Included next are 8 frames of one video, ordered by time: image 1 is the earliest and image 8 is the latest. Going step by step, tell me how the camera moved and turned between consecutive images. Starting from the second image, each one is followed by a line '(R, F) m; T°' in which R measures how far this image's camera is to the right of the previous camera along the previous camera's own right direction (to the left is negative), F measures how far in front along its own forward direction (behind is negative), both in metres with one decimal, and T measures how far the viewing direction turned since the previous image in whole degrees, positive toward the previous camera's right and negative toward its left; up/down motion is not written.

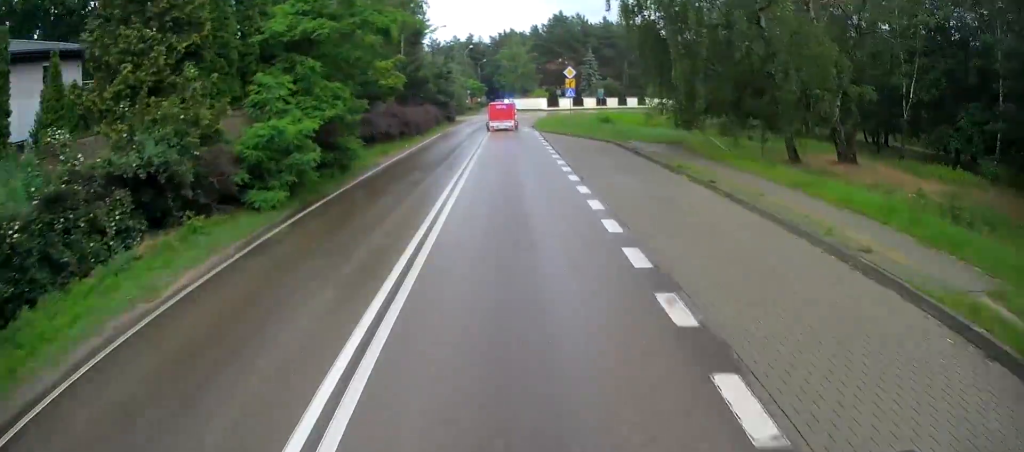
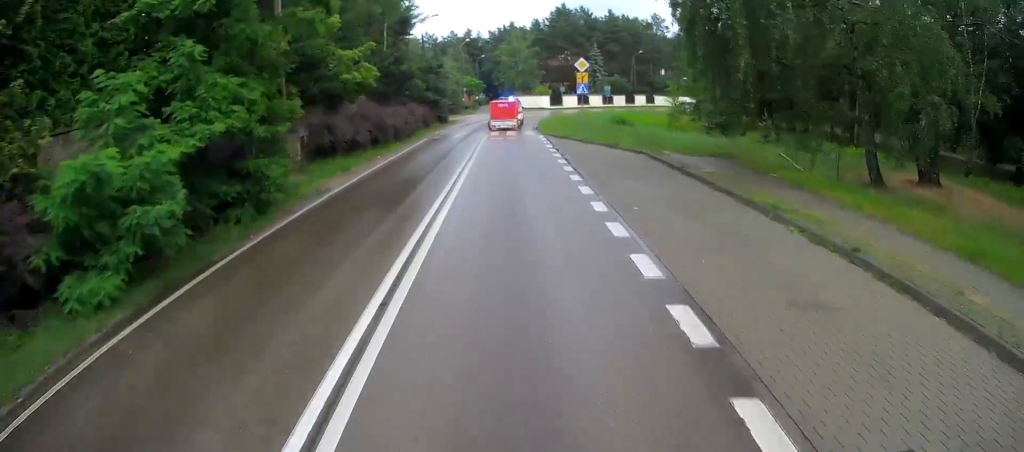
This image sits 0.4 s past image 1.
(0.0, +7.2) m; 0°
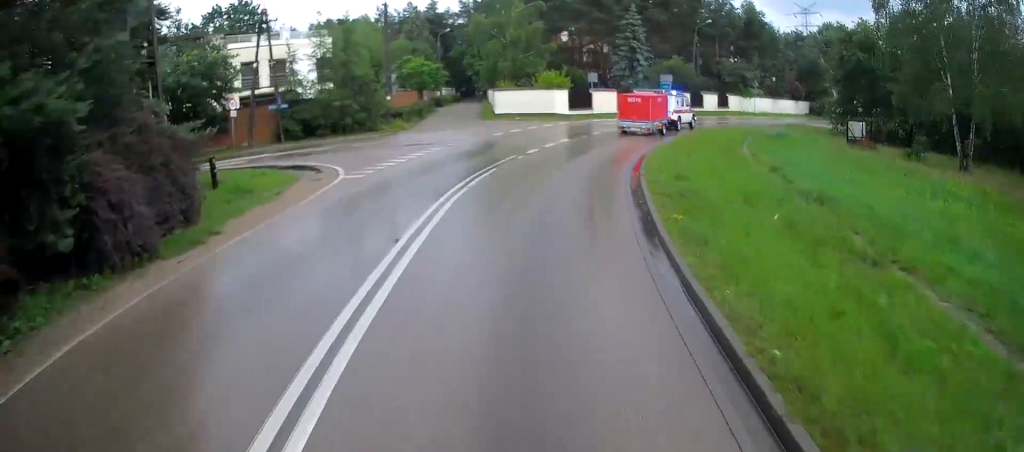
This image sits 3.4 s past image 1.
(-0.4, +43.8) m; +1°
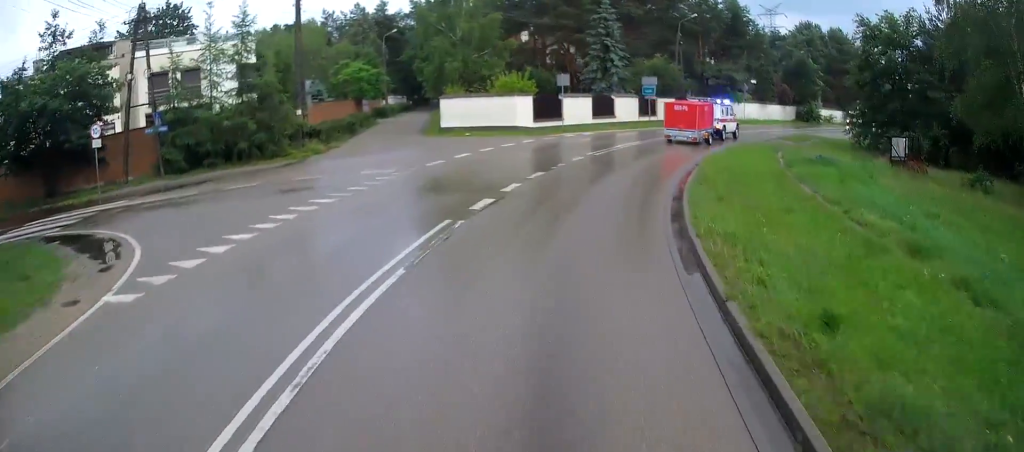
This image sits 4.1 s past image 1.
(-0.1, +9.3) m; +2°
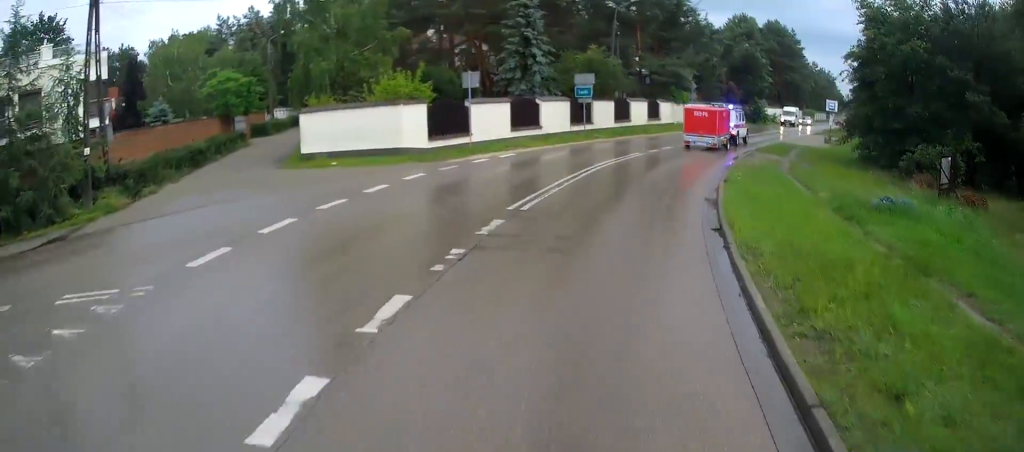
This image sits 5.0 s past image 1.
(+0.5, +10.2) m; +5°
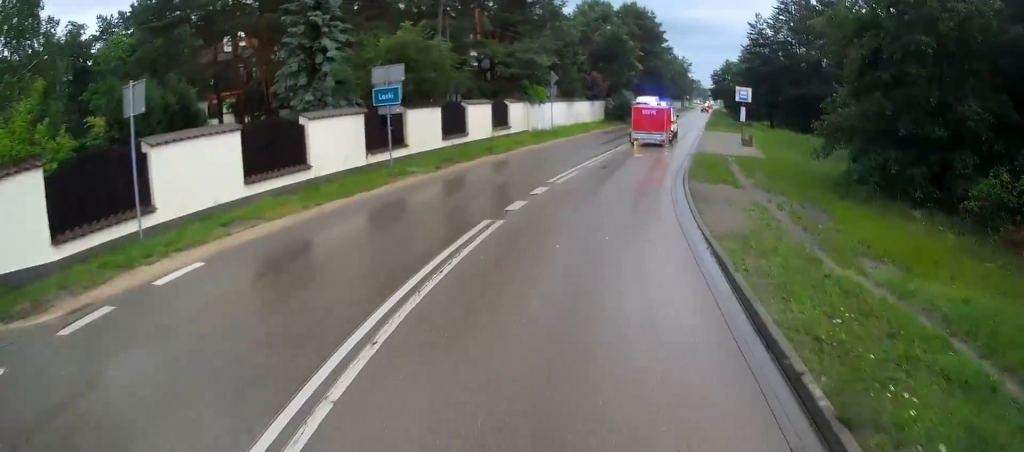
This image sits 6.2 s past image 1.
(+0.8, +13.3) m; +12°
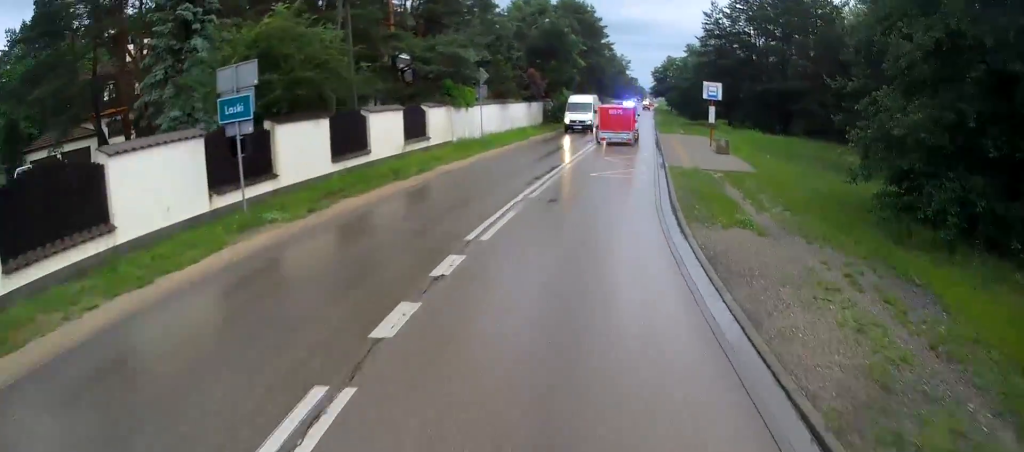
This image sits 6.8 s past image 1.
(+0.6, +6.1) m; +11°
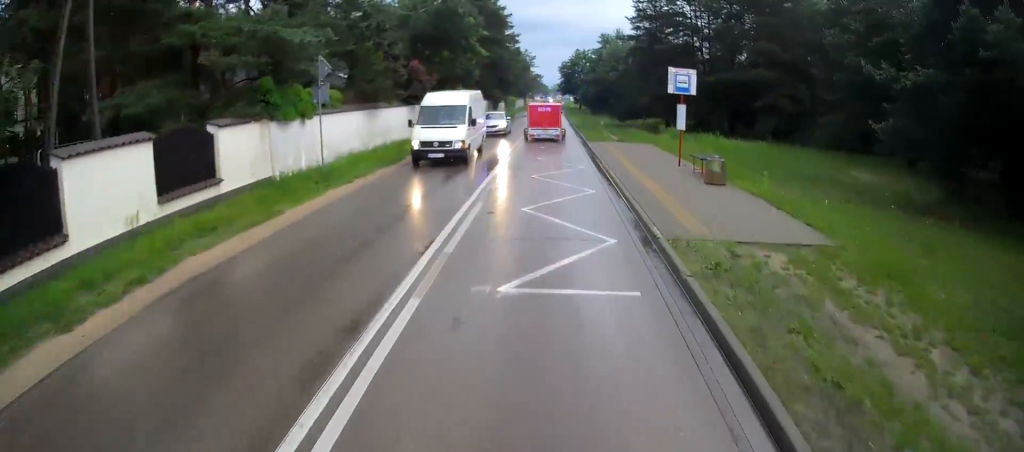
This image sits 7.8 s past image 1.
(+1.8, +10.3) m; +17°
